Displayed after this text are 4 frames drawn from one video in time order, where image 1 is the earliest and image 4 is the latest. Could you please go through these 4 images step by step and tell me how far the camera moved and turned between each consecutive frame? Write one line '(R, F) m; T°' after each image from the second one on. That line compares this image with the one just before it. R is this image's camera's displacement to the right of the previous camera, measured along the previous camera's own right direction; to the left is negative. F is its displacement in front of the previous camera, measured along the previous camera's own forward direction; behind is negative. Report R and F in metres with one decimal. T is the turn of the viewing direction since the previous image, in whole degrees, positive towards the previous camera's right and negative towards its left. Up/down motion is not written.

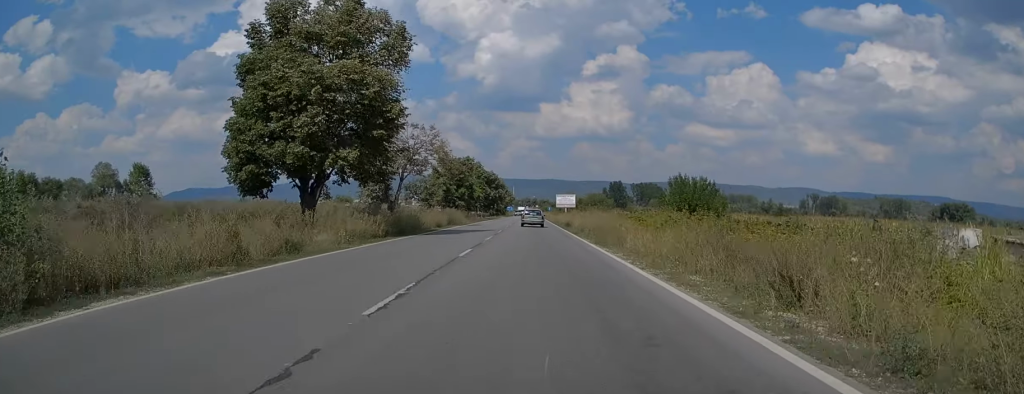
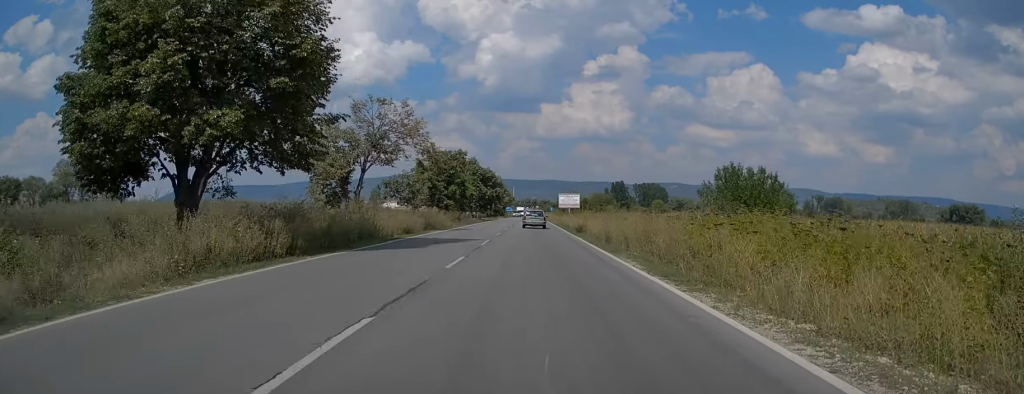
(0.0, +12.2) m; 0°
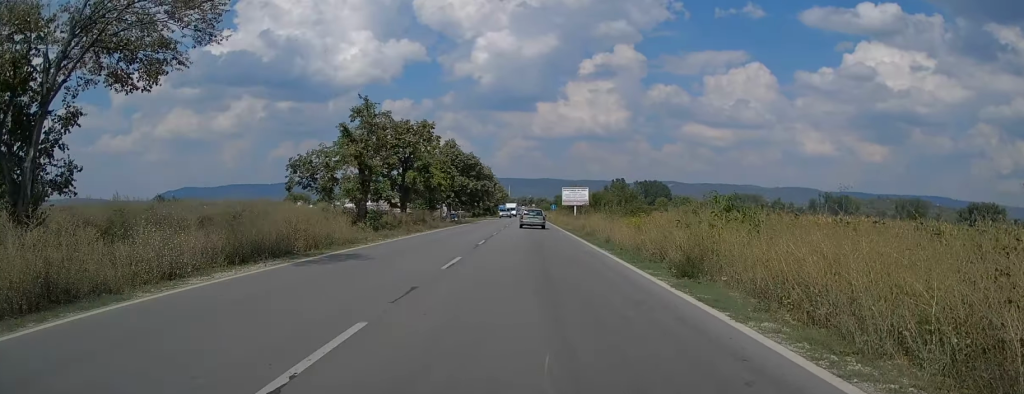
(-0.1, +27.6) m; 0°
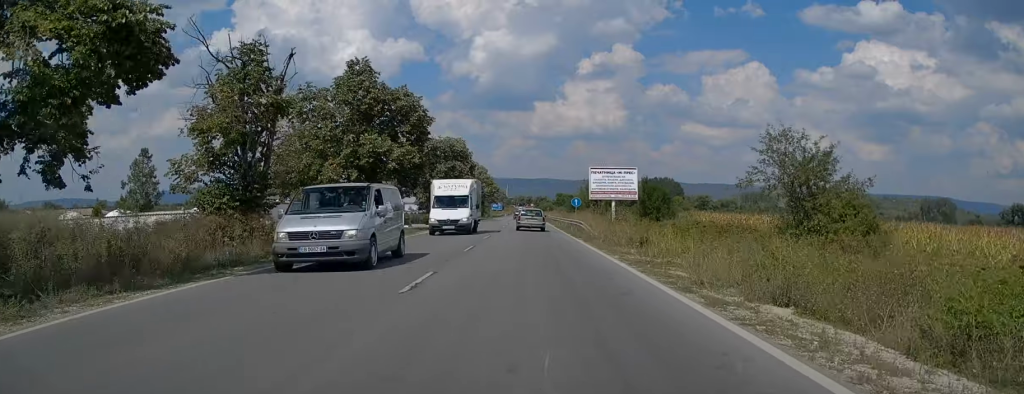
(+0.3, +49.6) m; 0°
